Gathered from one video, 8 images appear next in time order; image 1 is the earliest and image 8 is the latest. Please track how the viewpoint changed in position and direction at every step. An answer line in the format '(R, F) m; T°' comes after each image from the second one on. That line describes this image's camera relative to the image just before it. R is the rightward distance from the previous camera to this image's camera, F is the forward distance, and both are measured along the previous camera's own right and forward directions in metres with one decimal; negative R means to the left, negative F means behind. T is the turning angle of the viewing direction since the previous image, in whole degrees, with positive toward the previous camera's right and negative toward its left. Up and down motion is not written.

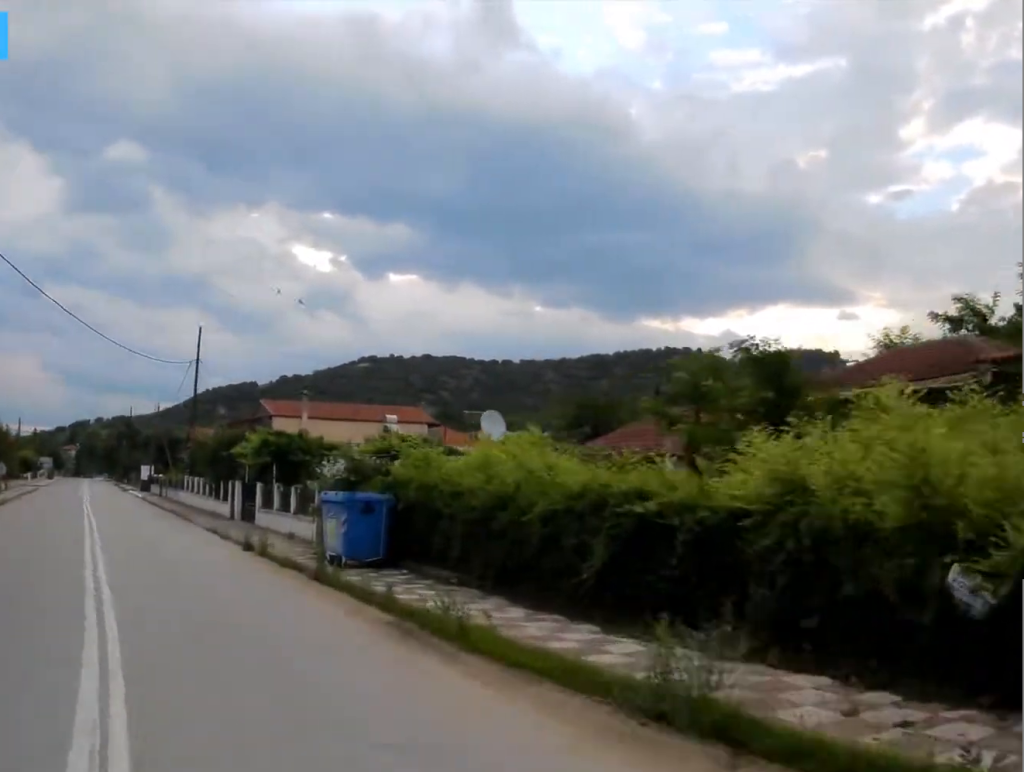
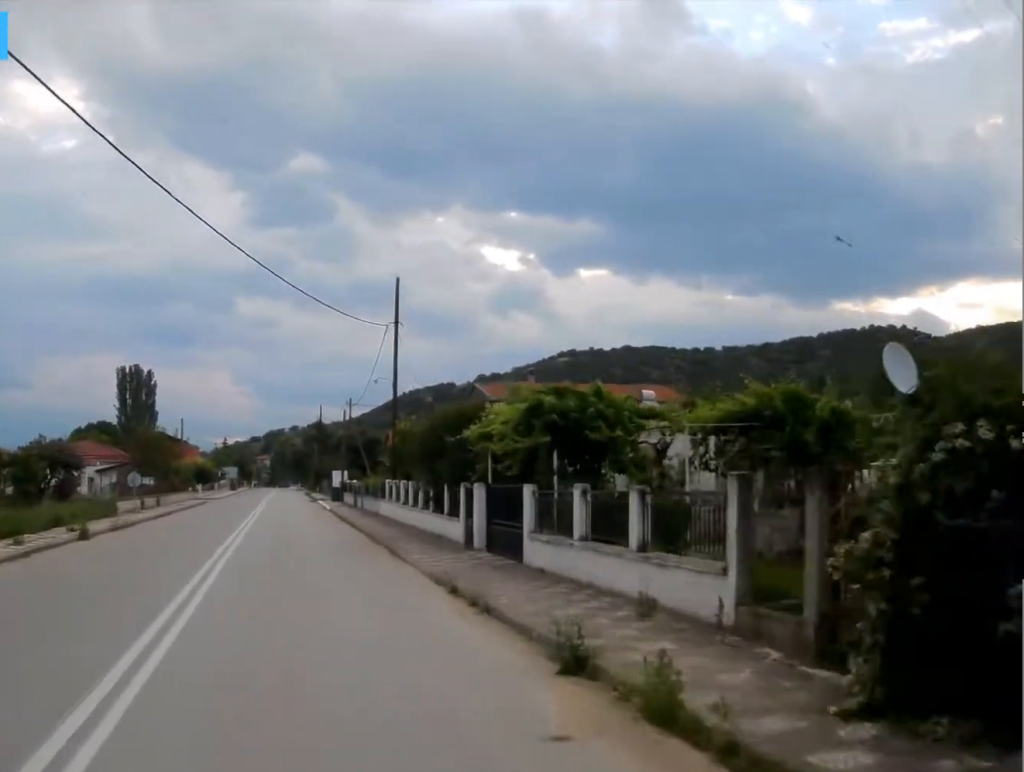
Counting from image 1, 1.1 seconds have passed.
(-1.2, +14.6) m; -10°
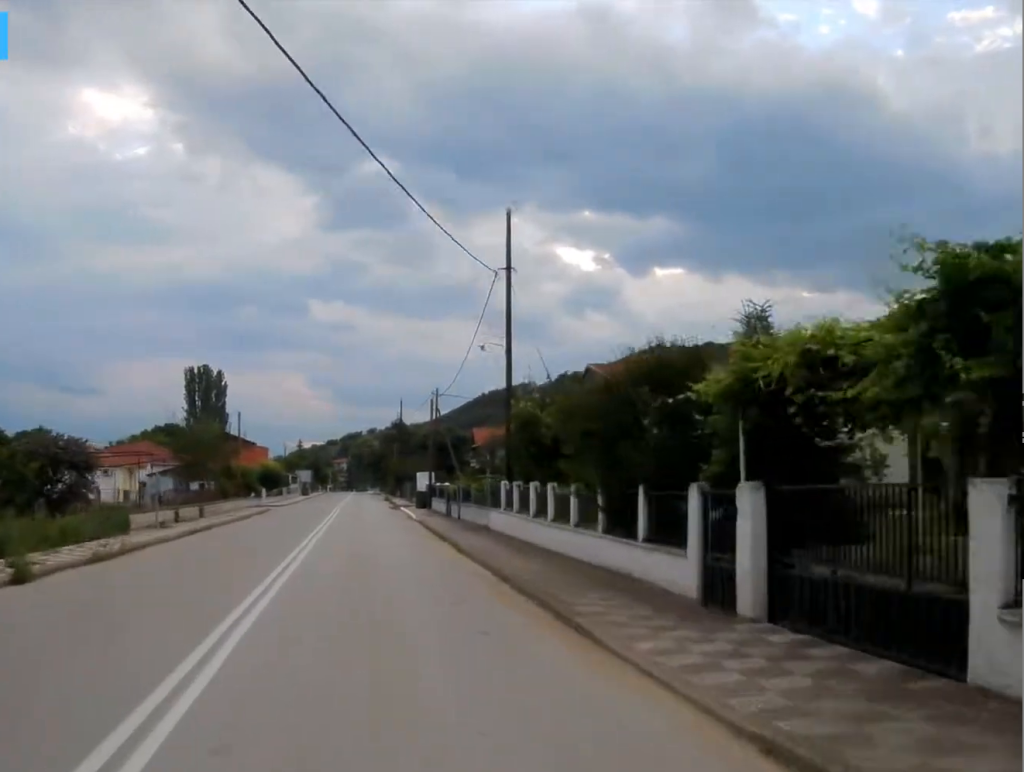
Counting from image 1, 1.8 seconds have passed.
(-0.7, +10.2) m; -6°
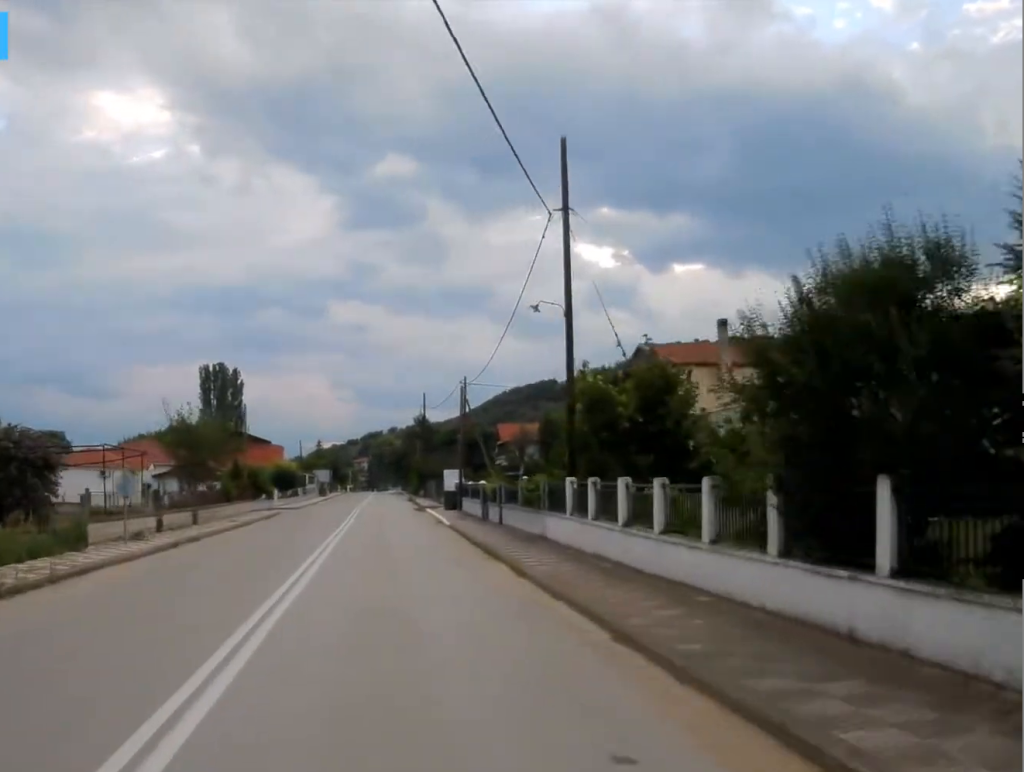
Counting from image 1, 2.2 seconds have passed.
(-0.3, +6.2) m; -3°
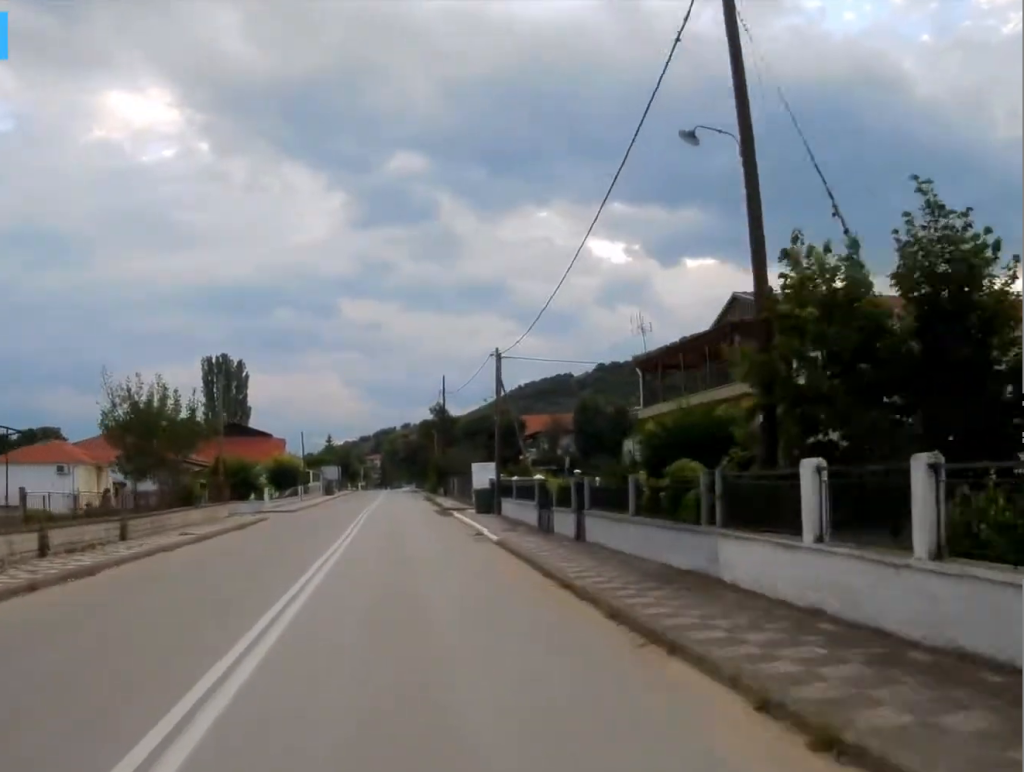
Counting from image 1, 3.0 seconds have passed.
(-0.3, +11.5) m; -2°
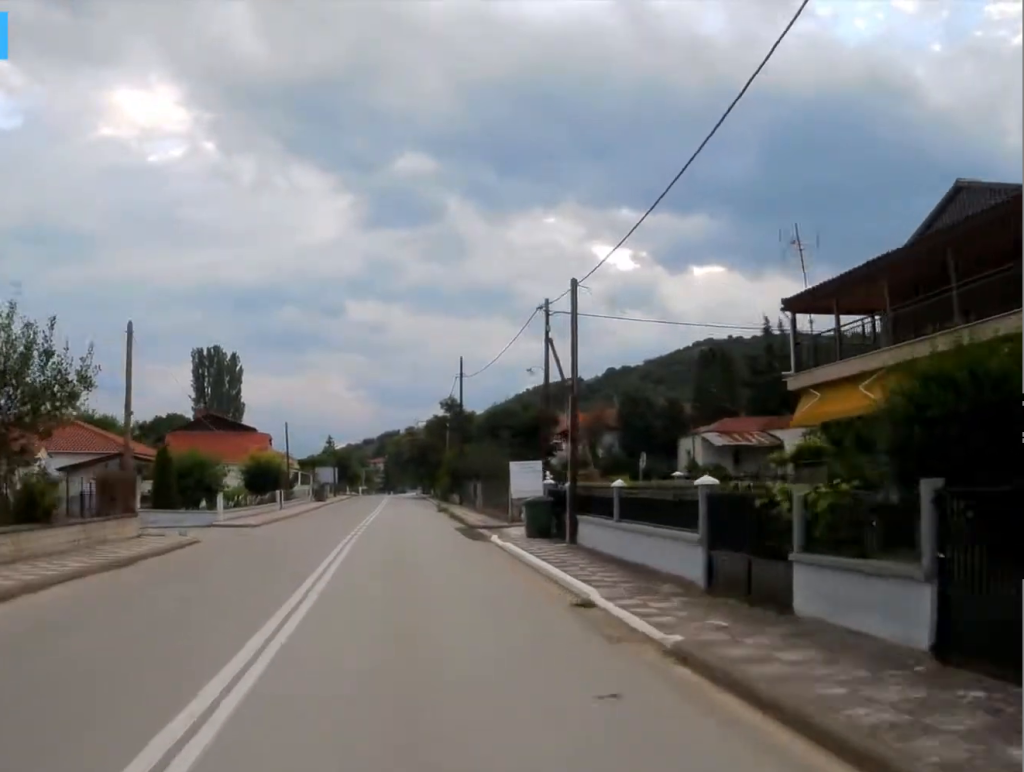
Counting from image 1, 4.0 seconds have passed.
(-0.1, +14.9) m; -1°
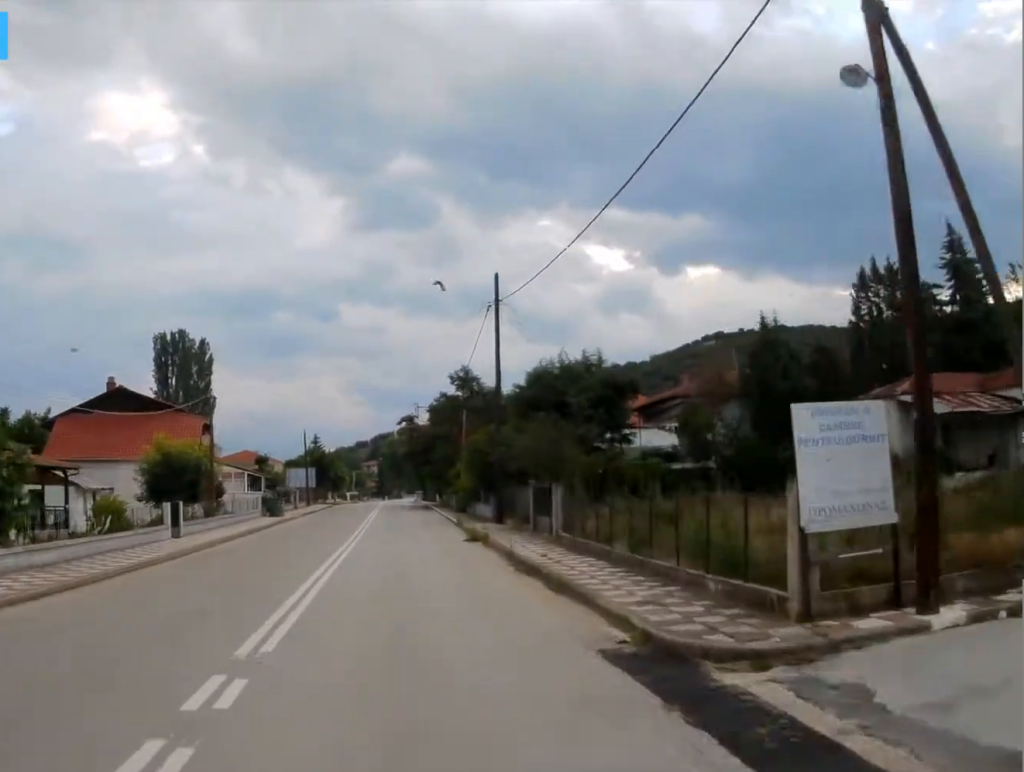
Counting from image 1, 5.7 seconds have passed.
(-0.3, +25.3) m; 0°
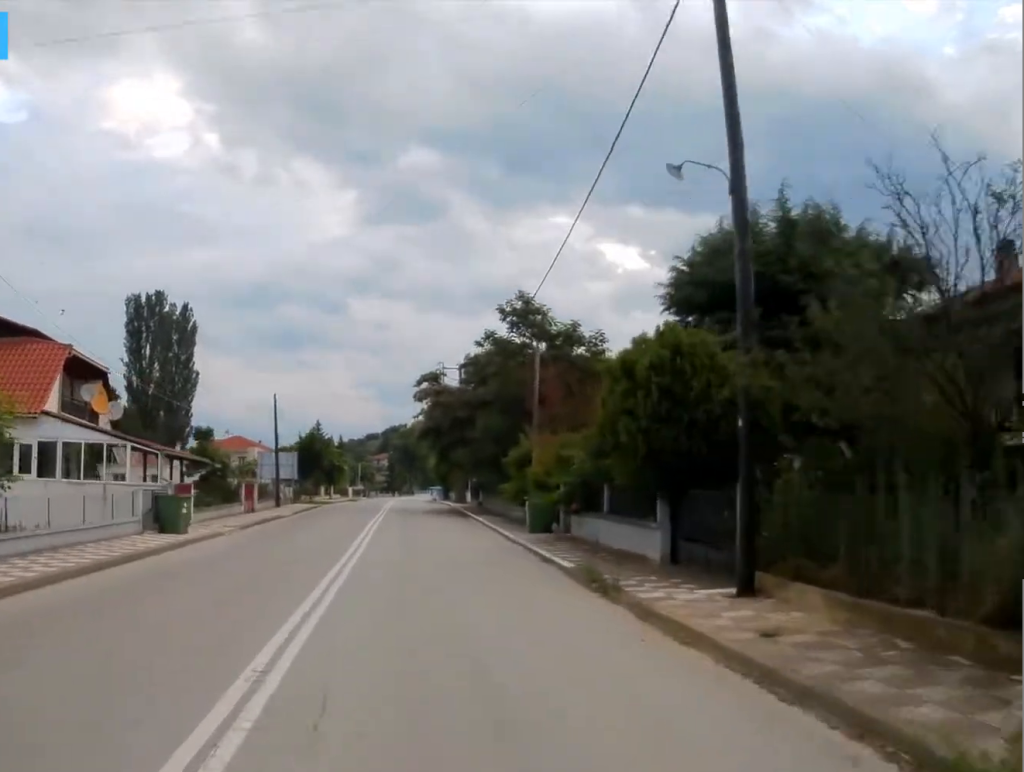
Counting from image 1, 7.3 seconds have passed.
(+0.3, +23.9) m; 0°
